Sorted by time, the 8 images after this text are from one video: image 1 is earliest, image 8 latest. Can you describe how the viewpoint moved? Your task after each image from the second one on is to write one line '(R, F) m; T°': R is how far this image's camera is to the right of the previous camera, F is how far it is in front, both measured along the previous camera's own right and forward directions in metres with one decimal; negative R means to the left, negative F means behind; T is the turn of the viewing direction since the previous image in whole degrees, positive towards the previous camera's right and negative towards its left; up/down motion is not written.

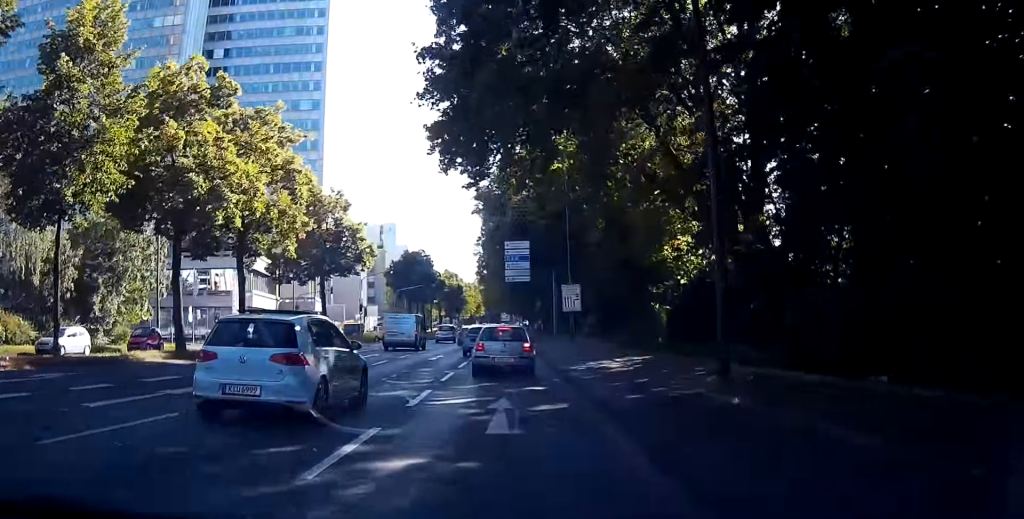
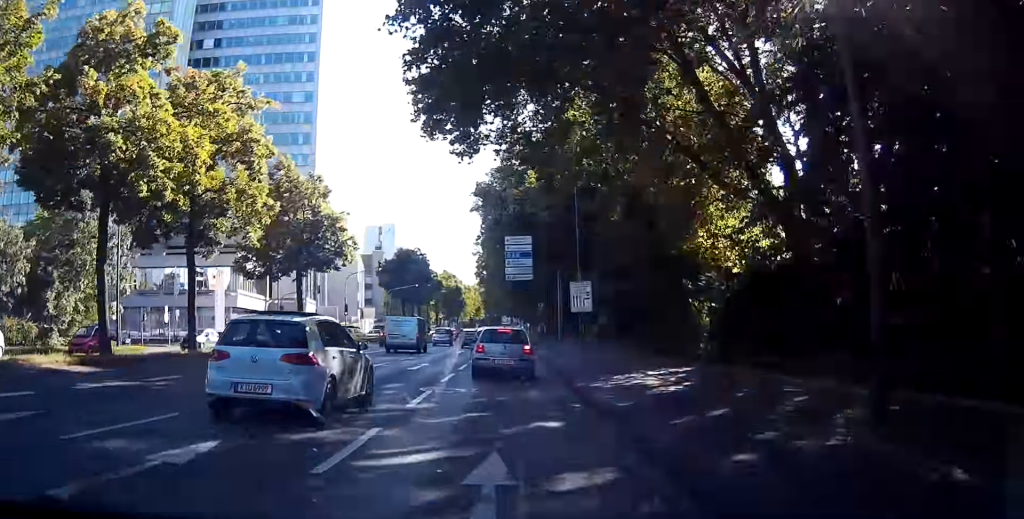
(-0.3, +5.7) m; -1°
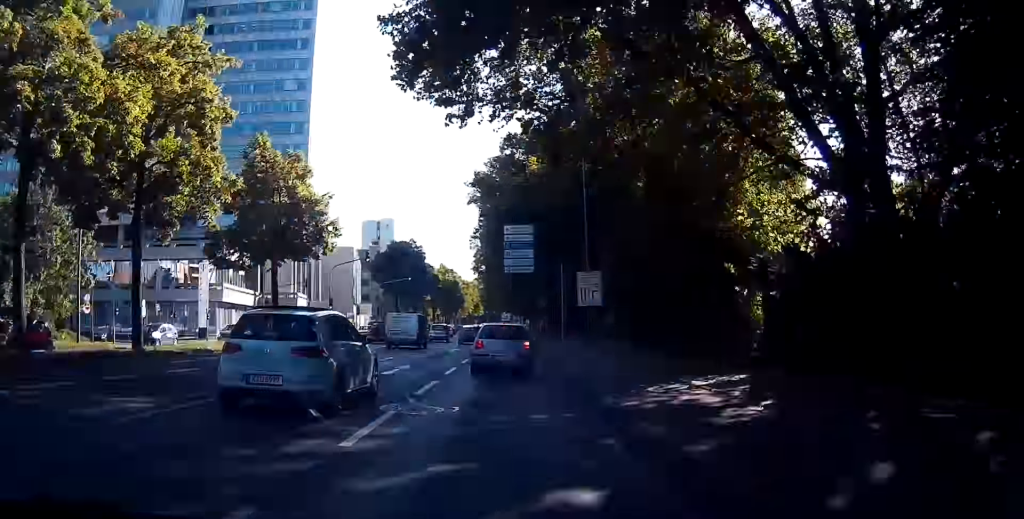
(-0.1, +4.6) m; -1°
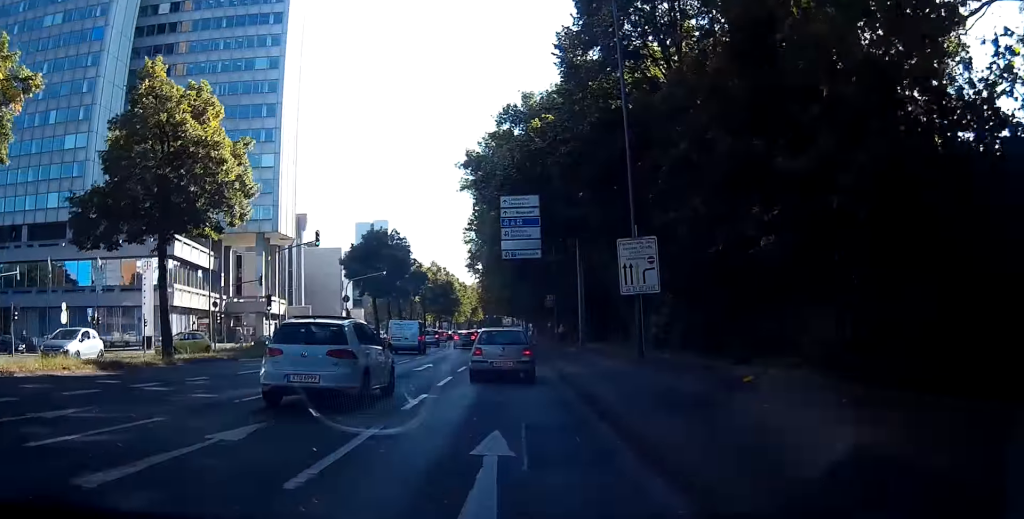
(+0.2, +13.6) m; +1°
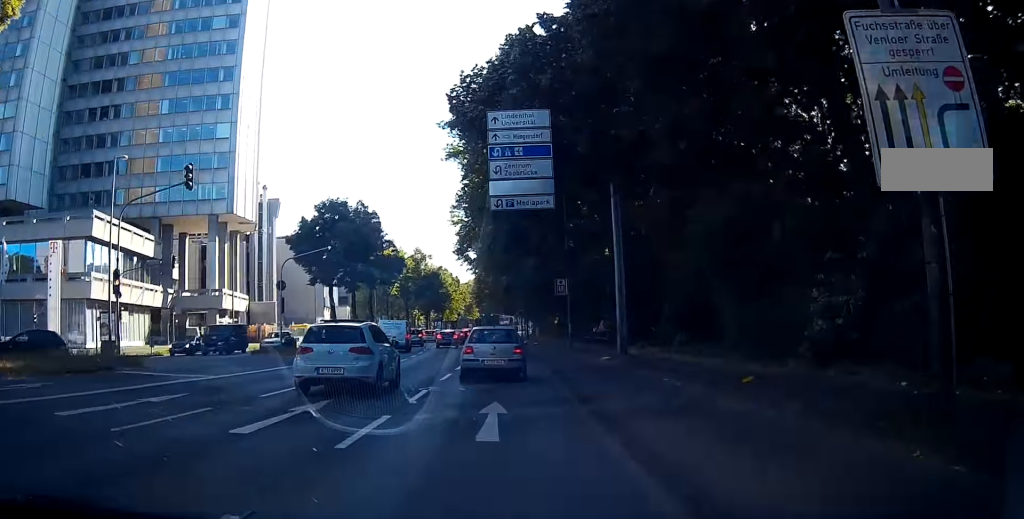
(-0.3, +15.7) m; -1°
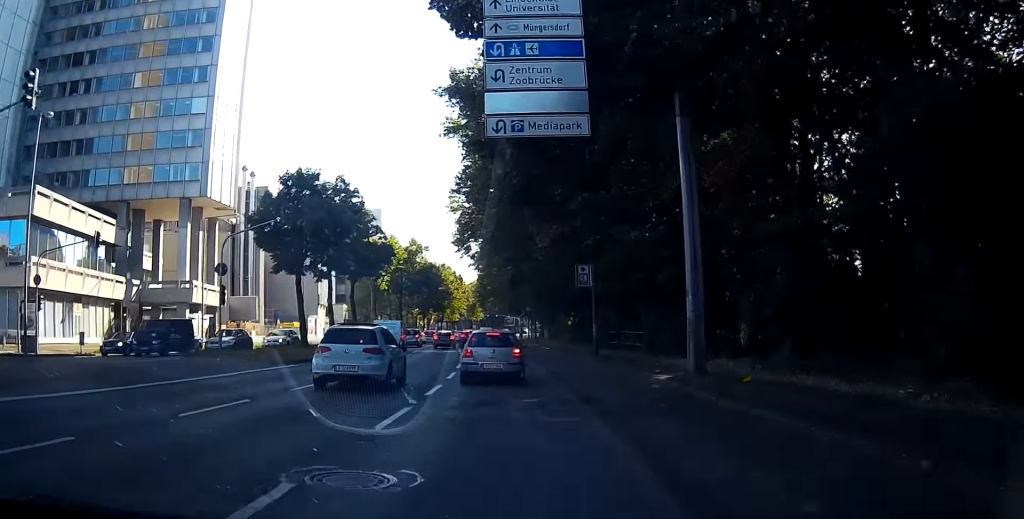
(+0.3, +9.2) m; +5°
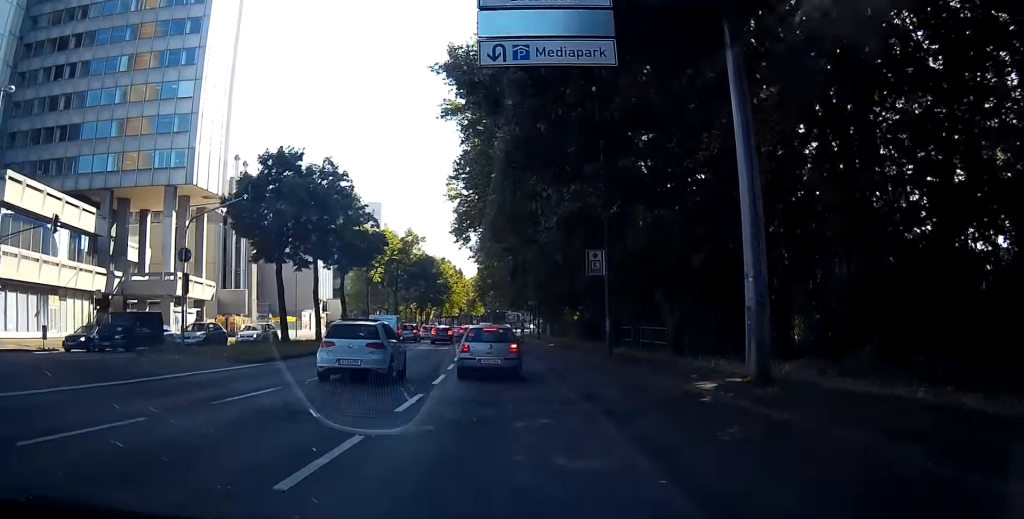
(+0.1, +3.5) m; +2°
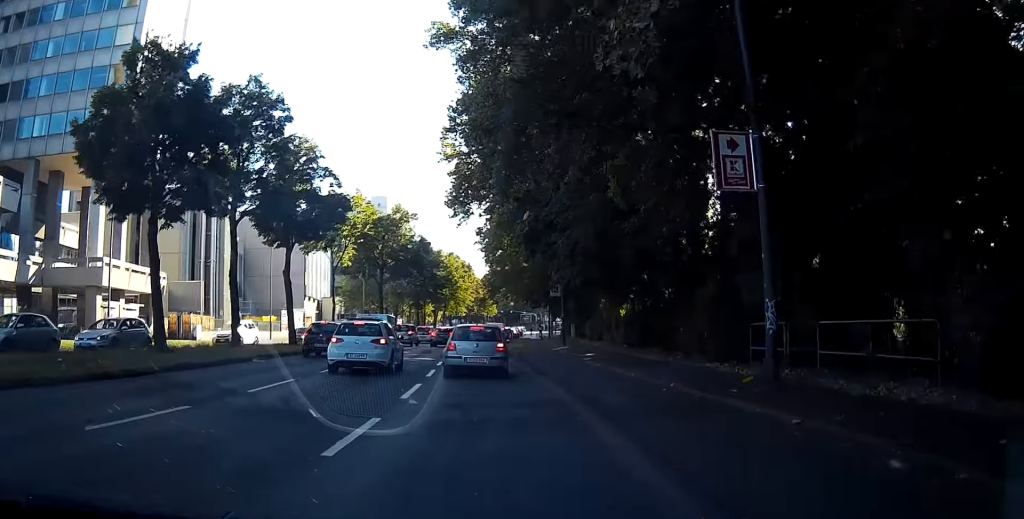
(+0.9, +13.4) m; +4°
